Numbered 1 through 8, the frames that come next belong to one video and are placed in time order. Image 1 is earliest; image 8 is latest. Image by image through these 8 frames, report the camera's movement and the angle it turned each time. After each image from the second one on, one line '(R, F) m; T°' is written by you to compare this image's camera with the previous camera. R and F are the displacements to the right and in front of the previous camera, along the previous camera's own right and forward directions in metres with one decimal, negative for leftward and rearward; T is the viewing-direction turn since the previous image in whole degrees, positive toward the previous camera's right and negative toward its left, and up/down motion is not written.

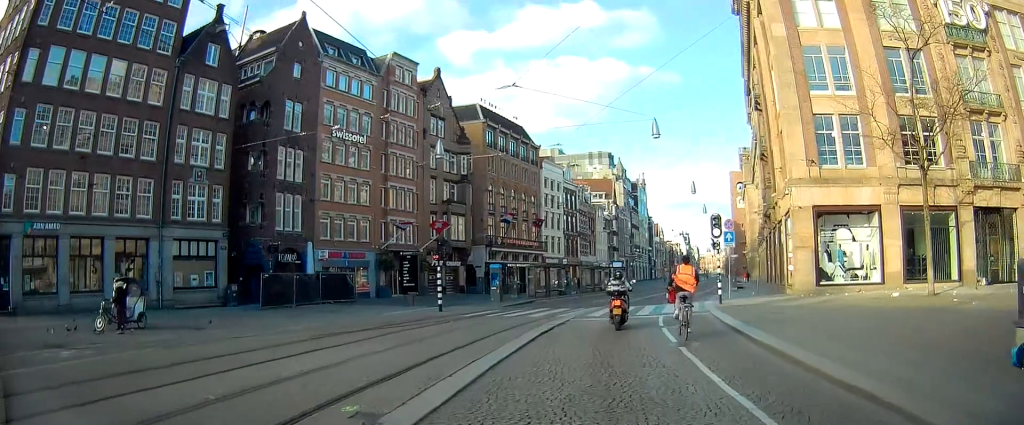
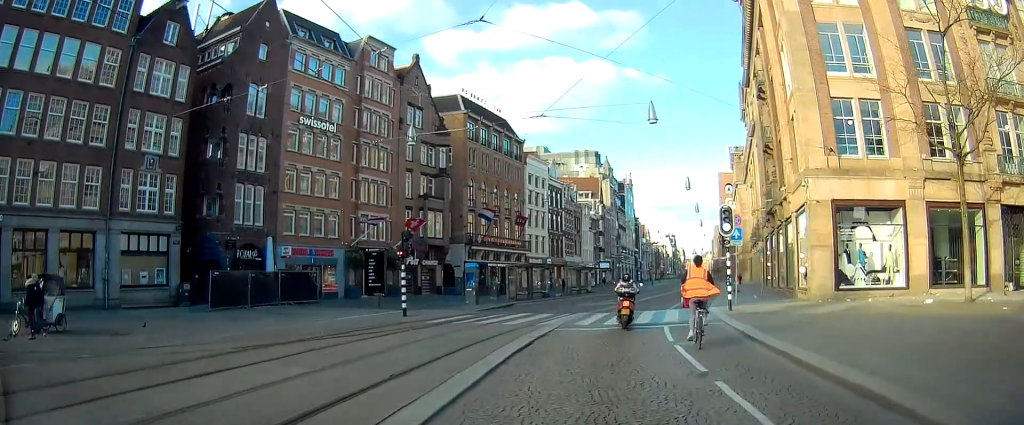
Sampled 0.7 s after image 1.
(-0.1, +3.9) m; 0°
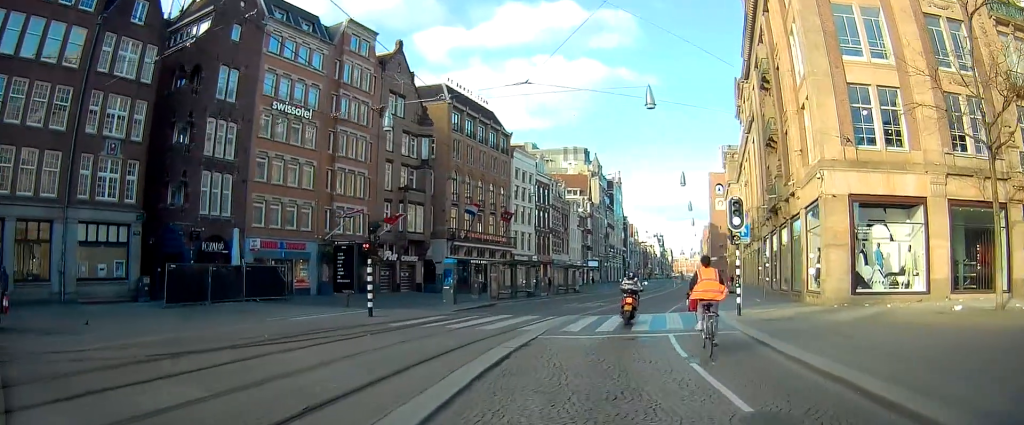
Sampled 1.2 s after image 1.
(0.0, +3.0) m; +1°
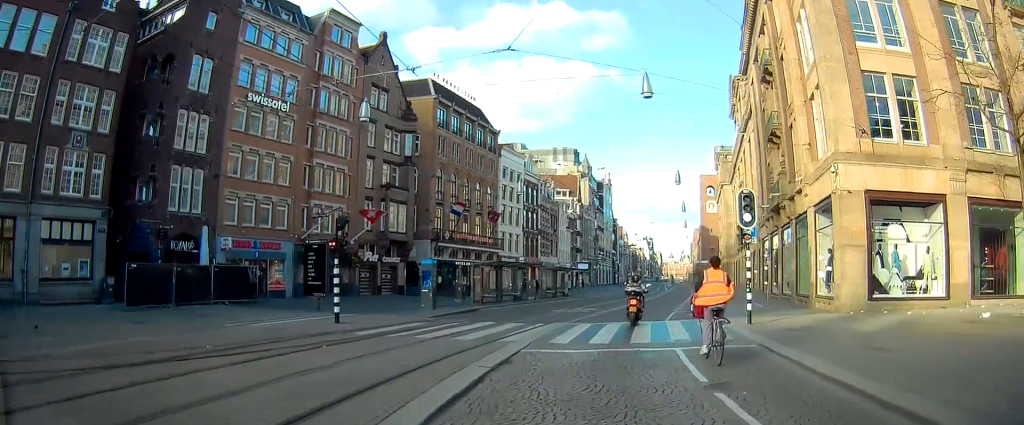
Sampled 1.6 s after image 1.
(0.0, +2.3) m; +1°
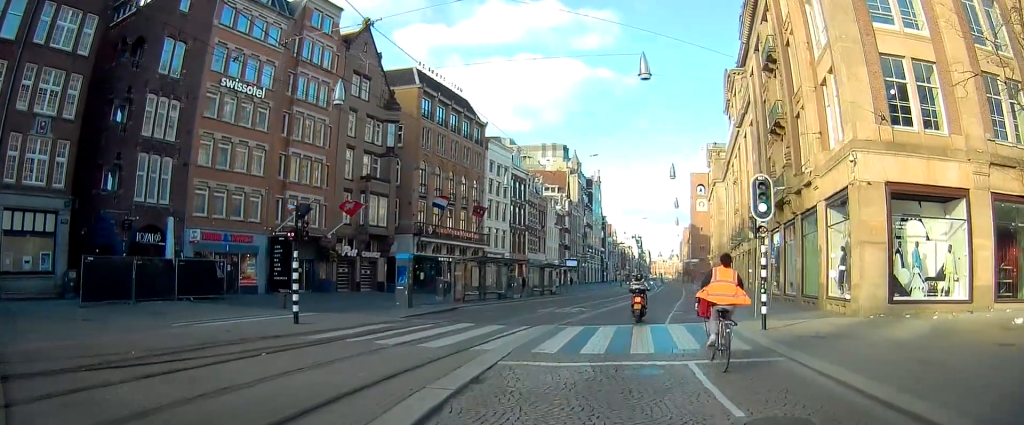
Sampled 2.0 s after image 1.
(0.0, +2.3) m; +2°
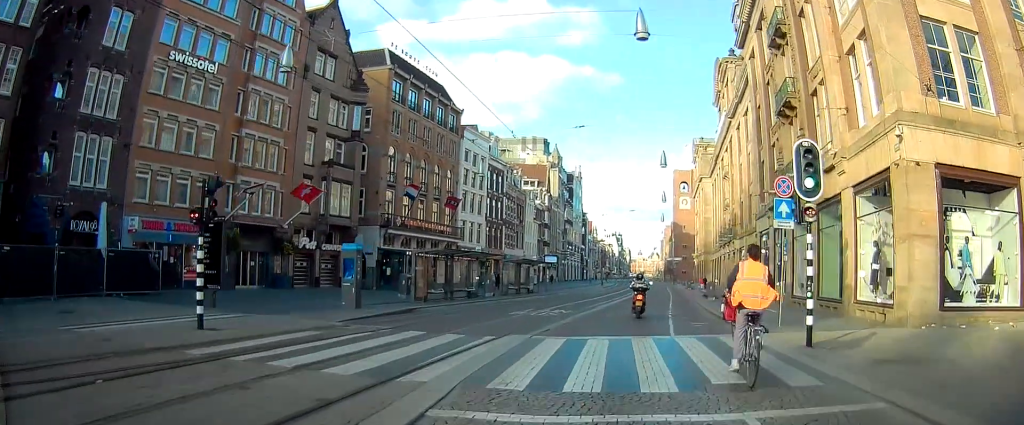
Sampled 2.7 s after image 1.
(+0.1, +4.0) m; +4°
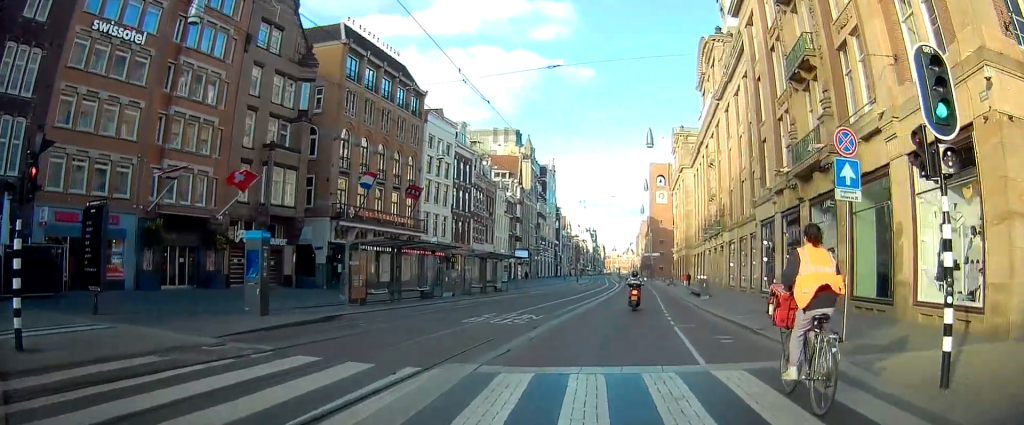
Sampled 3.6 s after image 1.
(+0.3, +5.5) m; +3°
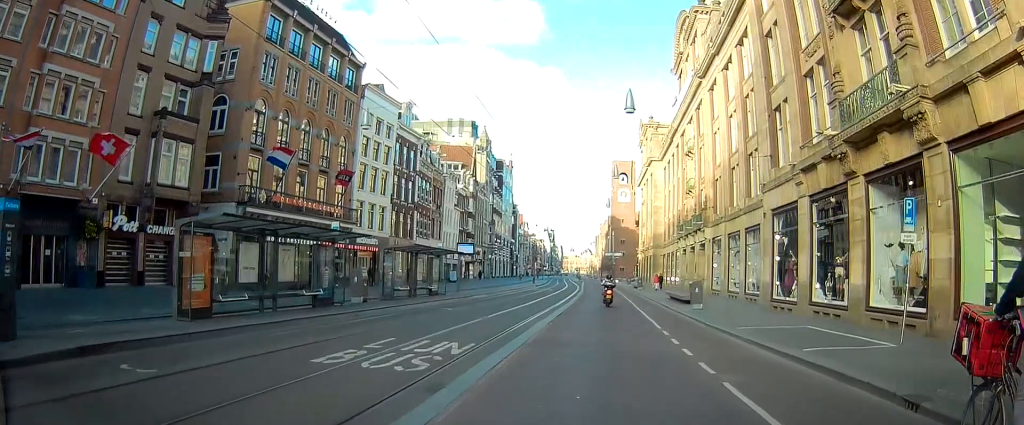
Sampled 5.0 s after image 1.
(+0.2, +8.2) m; +5°
